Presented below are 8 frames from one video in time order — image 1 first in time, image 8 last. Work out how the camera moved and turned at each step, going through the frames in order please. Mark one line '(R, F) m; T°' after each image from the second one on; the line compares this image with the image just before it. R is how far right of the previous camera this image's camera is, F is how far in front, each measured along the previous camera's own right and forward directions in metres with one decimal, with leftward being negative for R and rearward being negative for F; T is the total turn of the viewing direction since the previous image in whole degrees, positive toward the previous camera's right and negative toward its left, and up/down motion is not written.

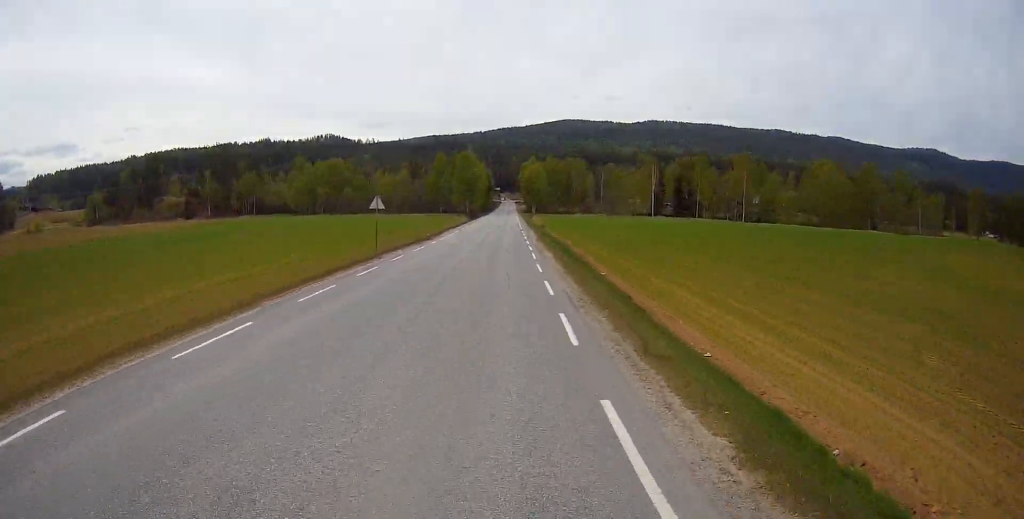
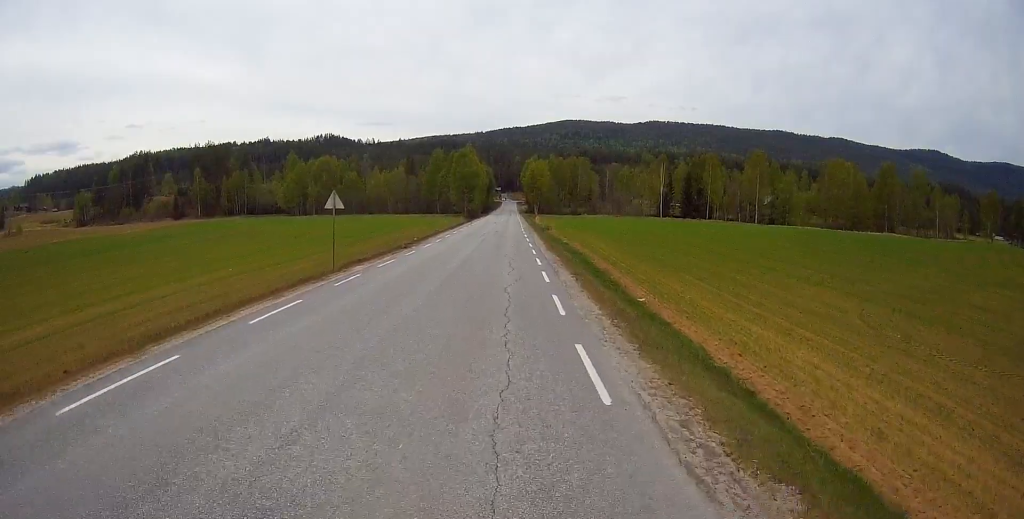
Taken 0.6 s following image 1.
(-0.6, +8.8) m; -3°
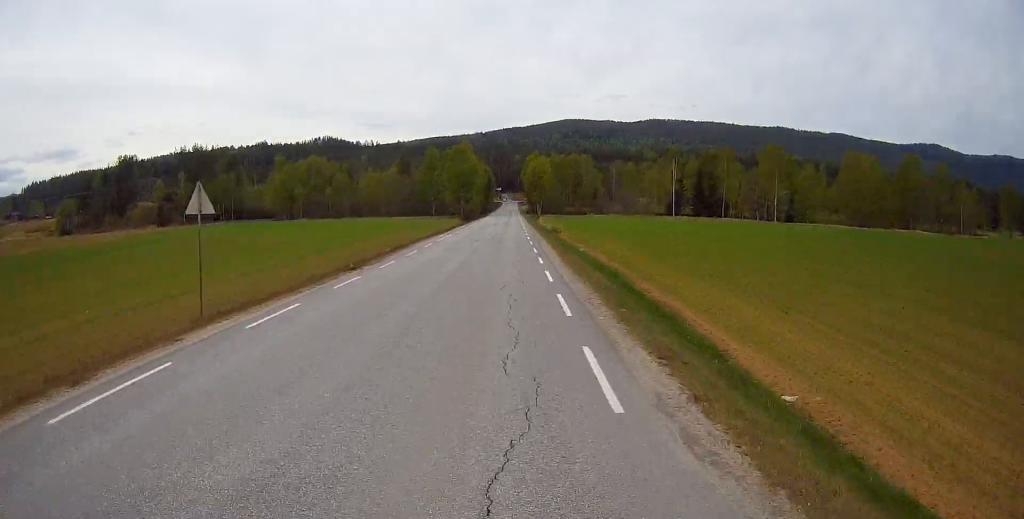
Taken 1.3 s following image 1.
(-0.3, +11.9) m; -1°
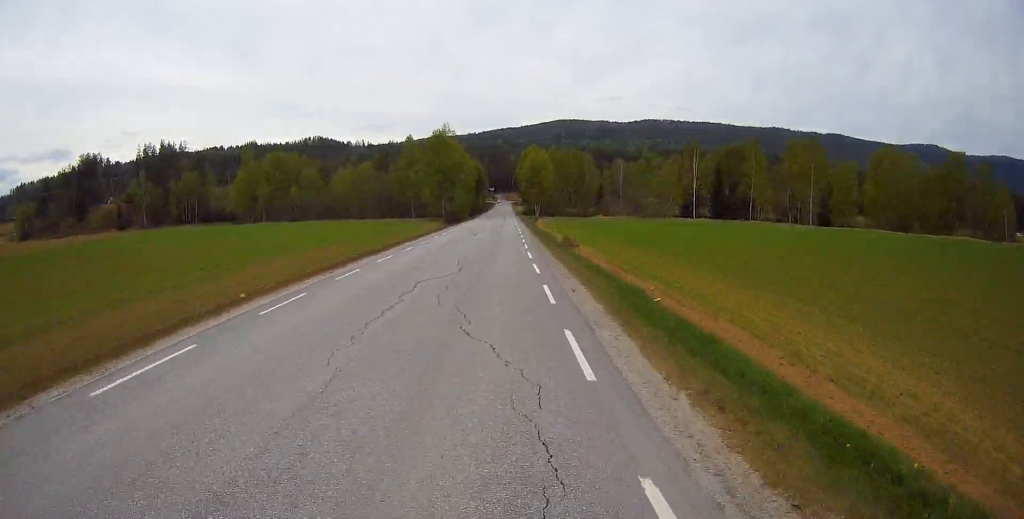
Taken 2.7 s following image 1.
(+0.3, +21.7) m; +4°
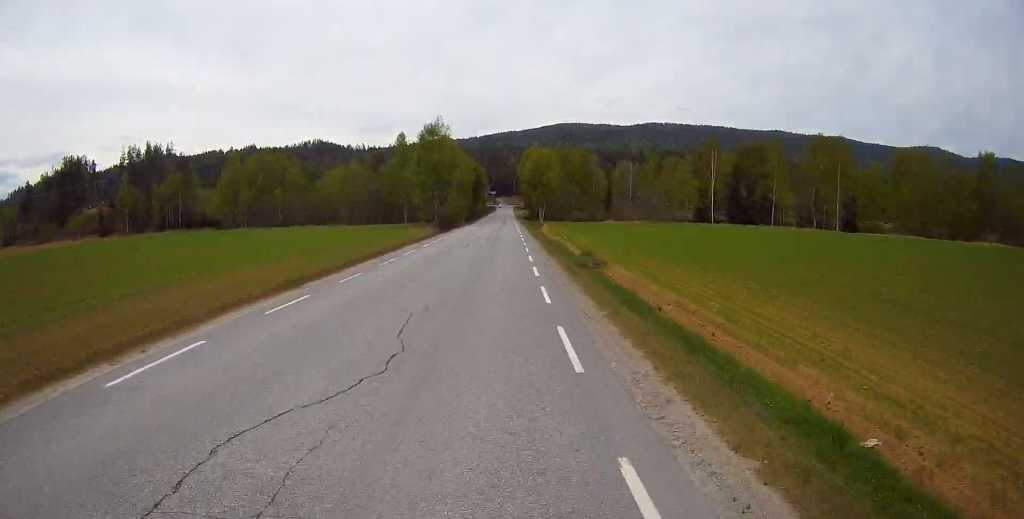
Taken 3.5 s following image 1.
(+0.5, +11.3) m; 0°
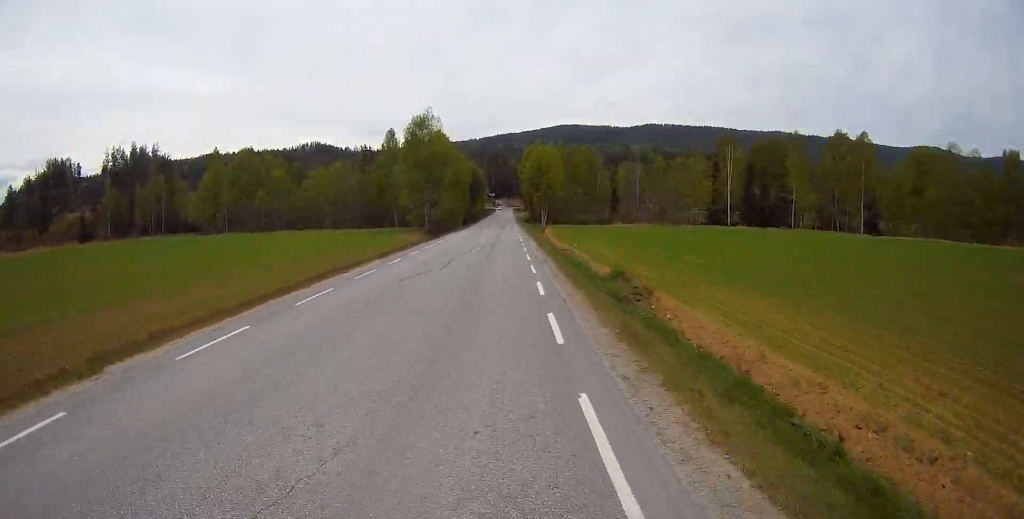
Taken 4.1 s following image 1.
(0.0, +9.8) m; 0°
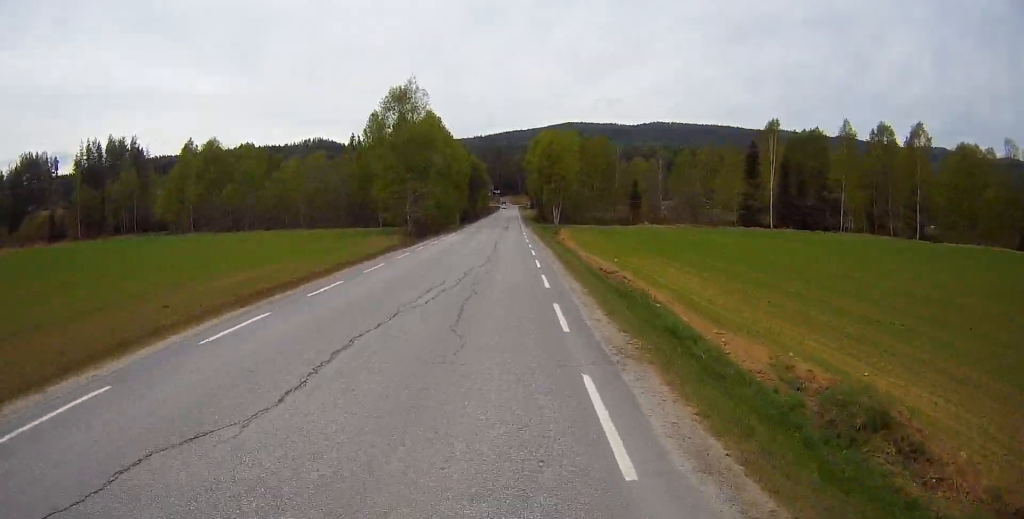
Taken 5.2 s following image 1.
(-0.3, +17.5) m; -1°
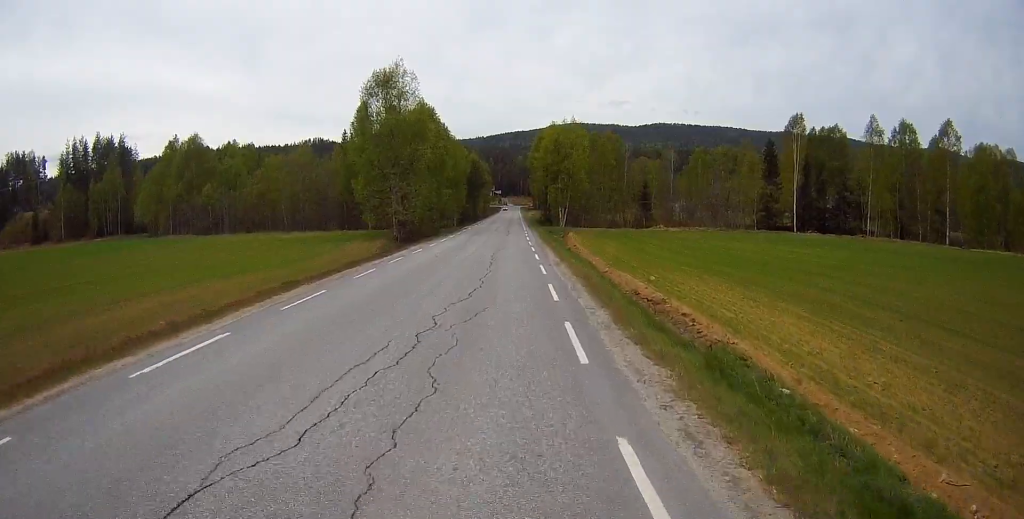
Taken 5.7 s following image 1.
(+0.2, +8.4) m; 0°
